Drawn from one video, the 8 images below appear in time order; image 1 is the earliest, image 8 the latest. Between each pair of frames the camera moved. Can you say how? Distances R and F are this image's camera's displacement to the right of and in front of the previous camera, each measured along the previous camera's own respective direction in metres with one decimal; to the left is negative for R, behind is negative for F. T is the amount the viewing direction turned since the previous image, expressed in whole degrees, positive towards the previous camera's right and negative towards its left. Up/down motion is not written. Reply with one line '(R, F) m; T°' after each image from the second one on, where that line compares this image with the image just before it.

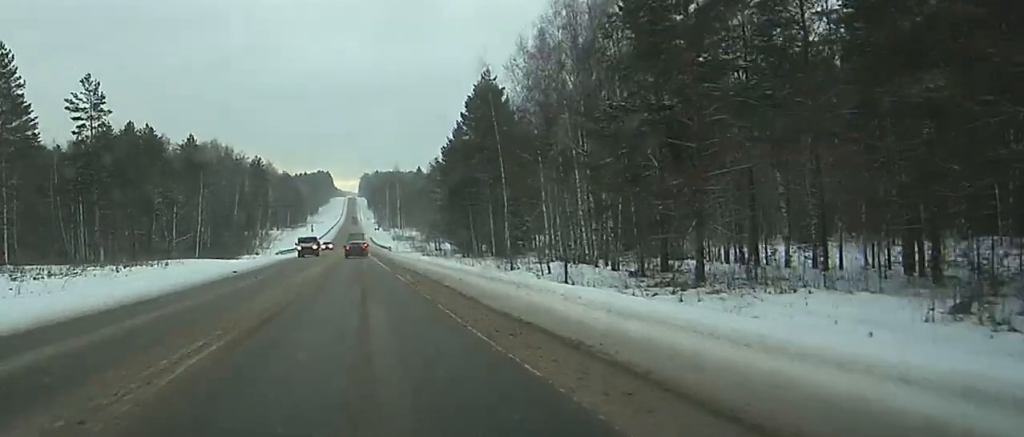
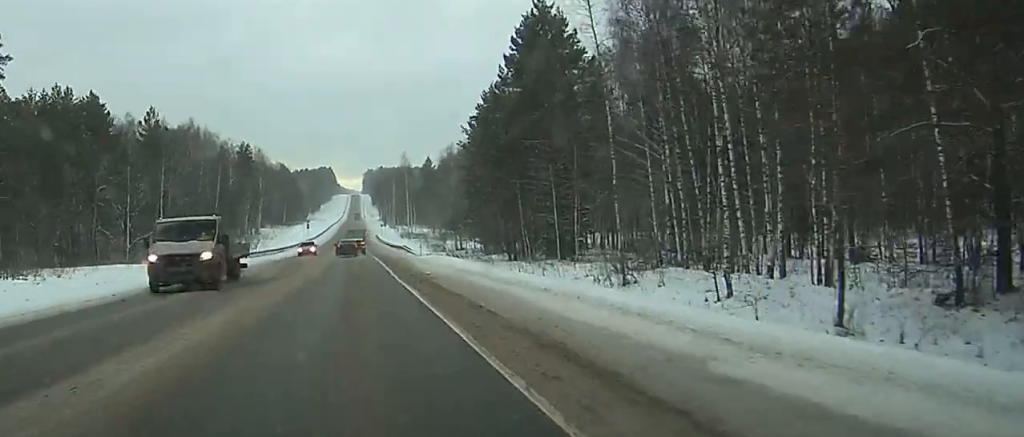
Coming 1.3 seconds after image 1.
(-0.1, +33.9) m; 0°
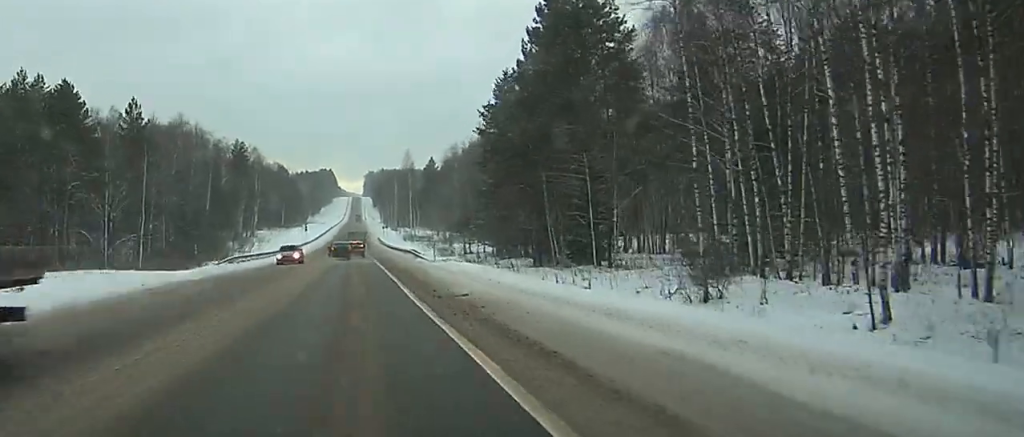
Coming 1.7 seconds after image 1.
(0.0, +11.1) m; 0°
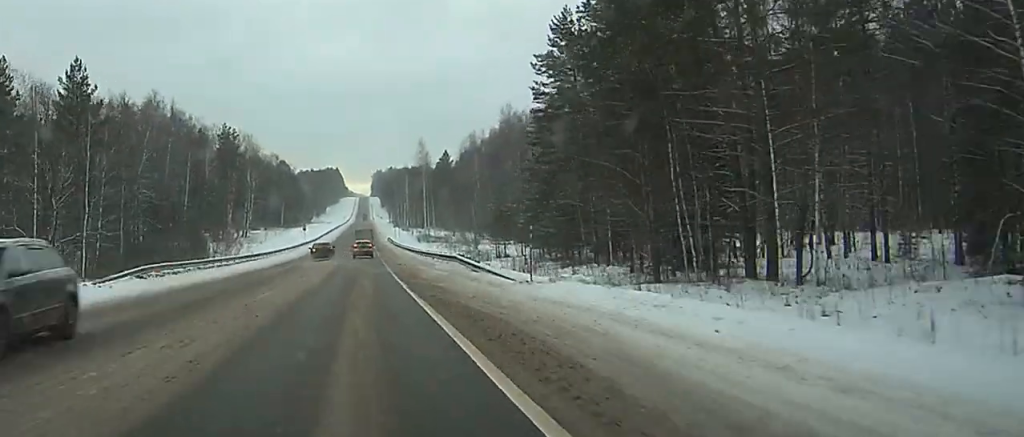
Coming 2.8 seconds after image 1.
(0.0, +27.5) m; 0°
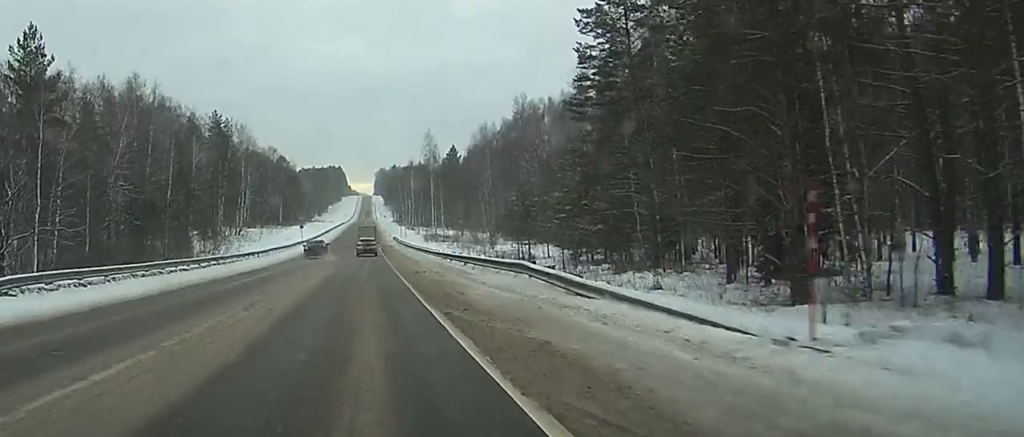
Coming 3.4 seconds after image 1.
(0.0, +14.7) m; 0°
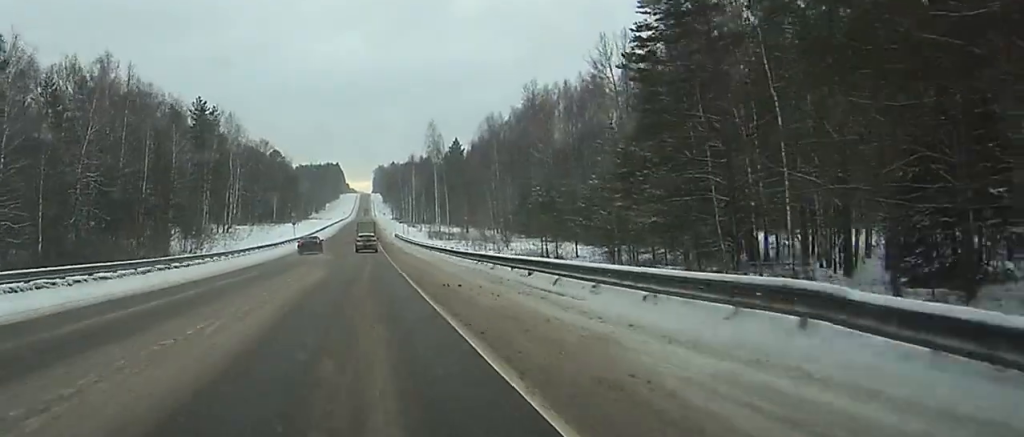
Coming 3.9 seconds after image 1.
(0.0, +13.9) m; 0°
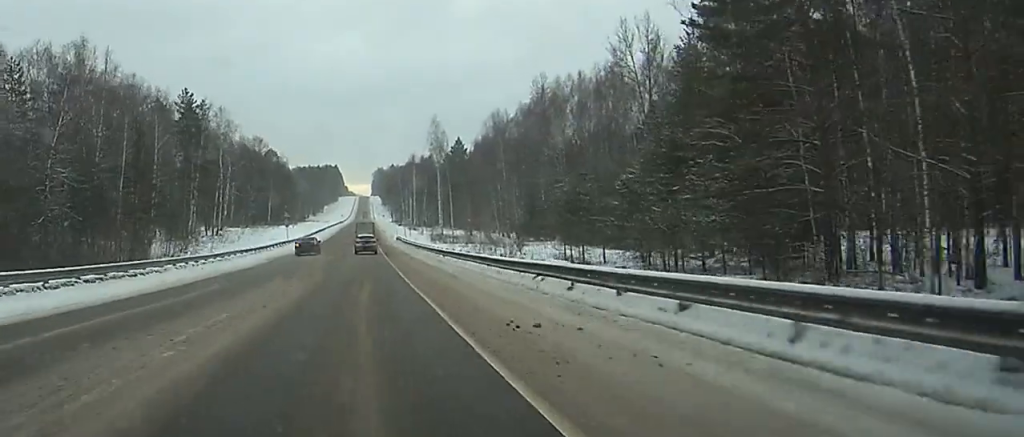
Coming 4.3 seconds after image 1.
(0.0, +10.4) m; 0°
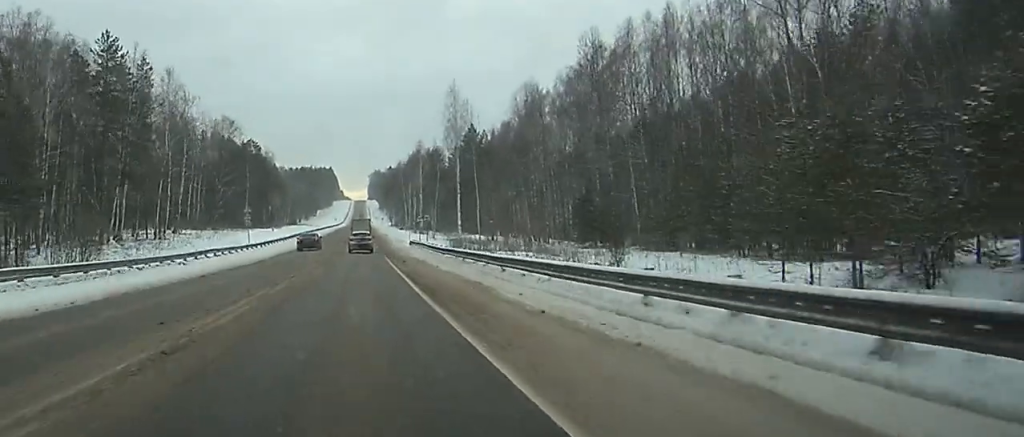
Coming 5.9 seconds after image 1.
(0.0, +40.9) m; 0°
